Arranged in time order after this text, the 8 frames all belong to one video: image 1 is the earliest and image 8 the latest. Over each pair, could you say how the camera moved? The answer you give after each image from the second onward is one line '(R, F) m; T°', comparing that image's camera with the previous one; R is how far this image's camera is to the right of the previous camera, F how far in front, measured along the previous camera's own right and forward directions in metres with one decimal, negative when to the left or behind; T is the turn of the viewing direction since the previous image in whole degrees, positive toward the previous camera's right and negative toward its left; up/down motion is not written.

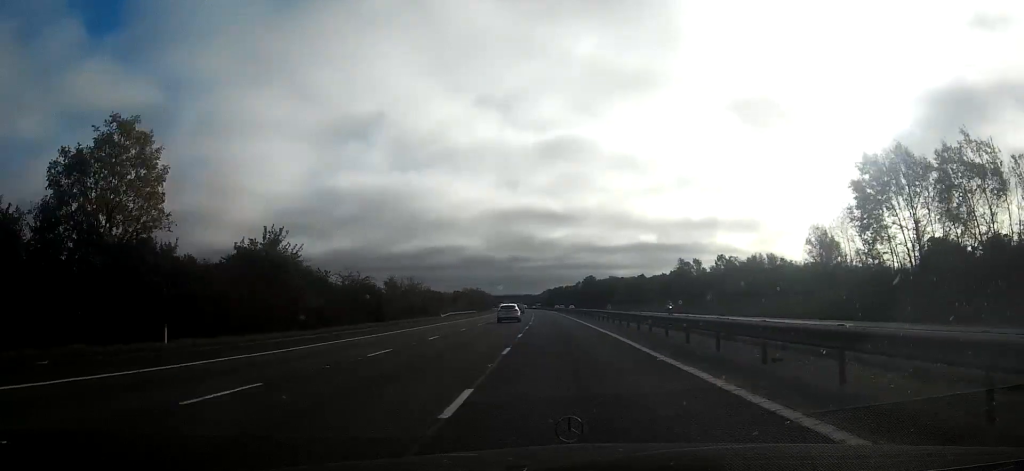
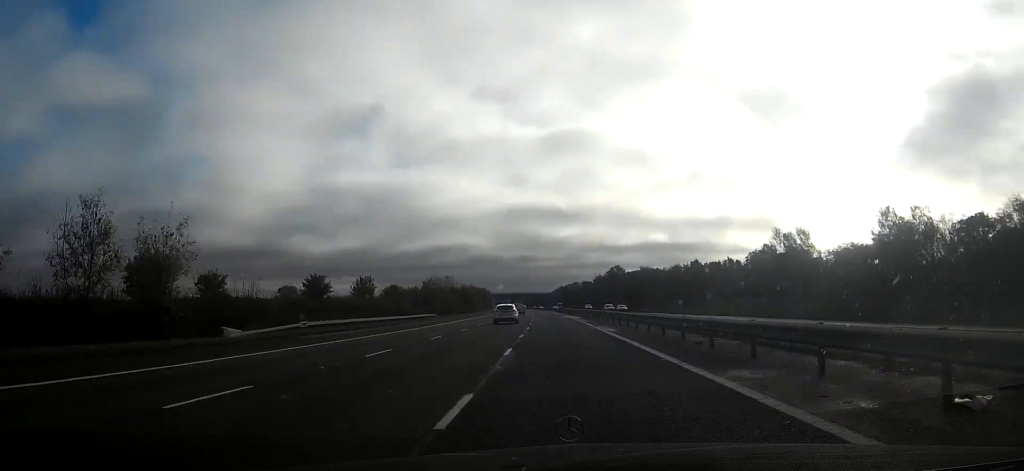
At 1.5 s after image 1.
(-0.5, +55.0) m; -1°
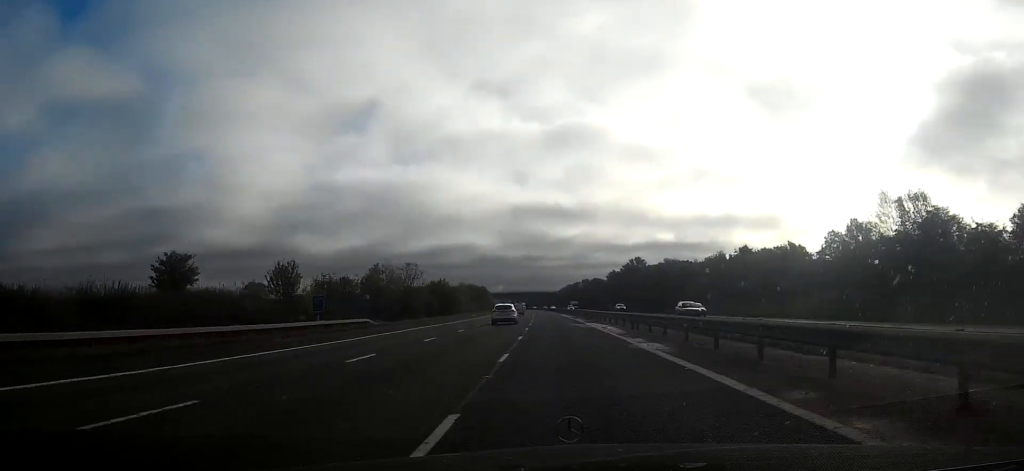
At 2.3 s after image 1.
(-0.3, +28.8) m; 0°
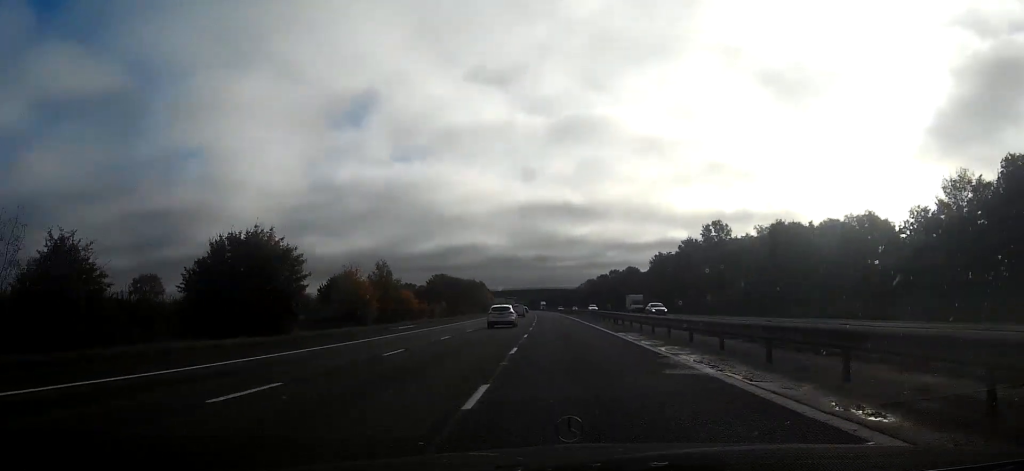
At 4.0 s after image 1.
(-0.7, +60.6) m; -2°
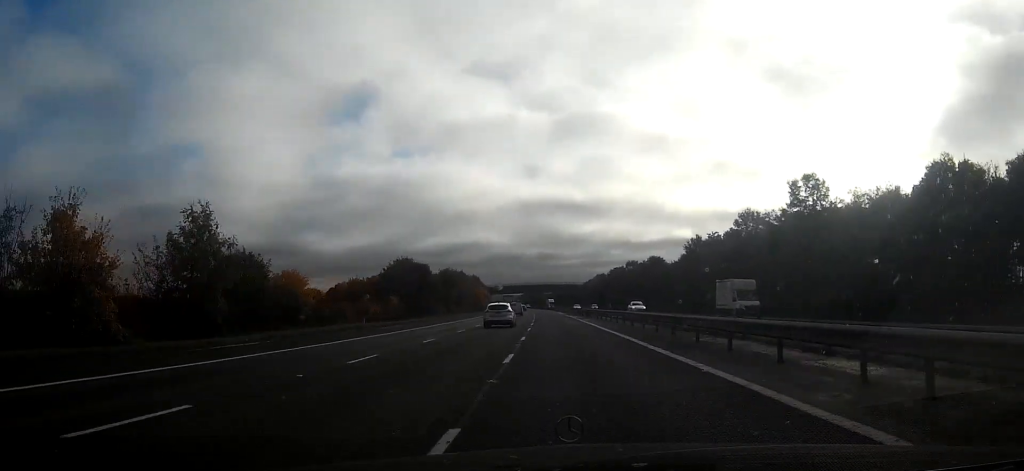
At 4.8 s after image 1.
(-0.3, +30.6) m; -1°
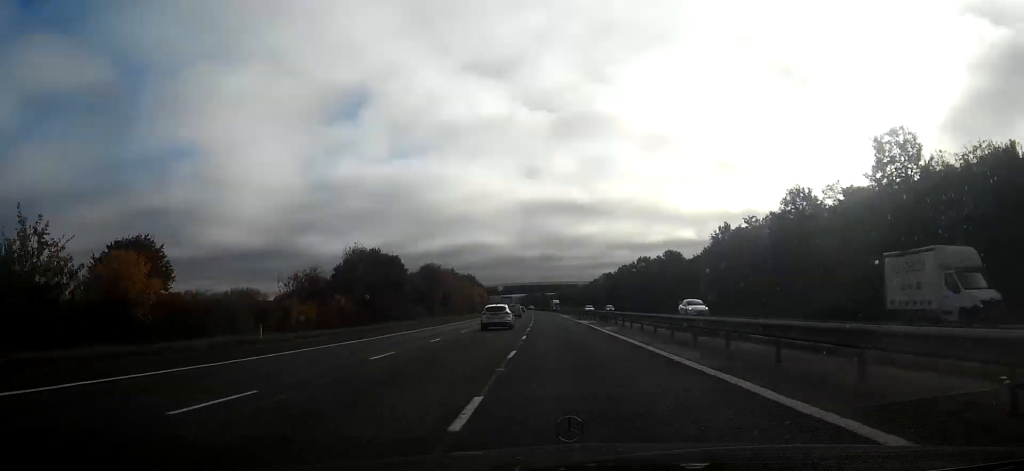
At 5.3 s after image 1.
(0.0, +15.9) m; 0°
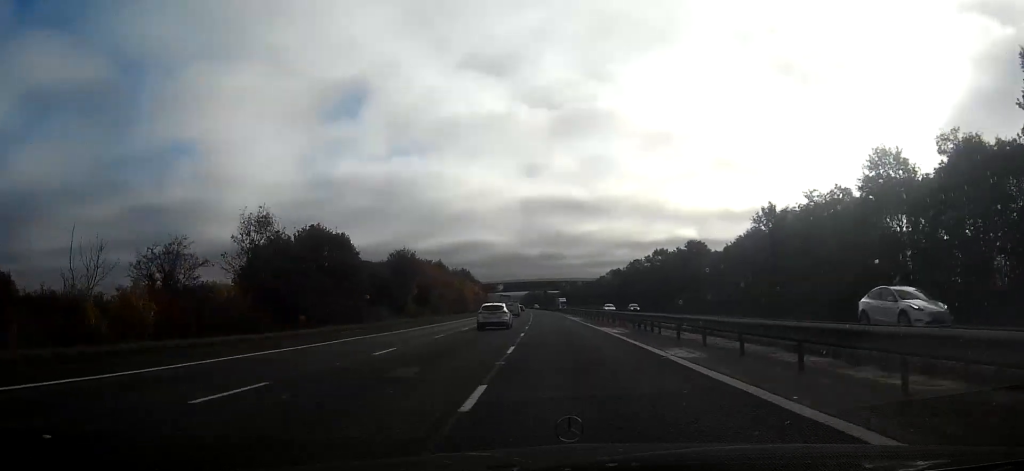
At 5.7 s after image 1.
(0.0, +17.2) m; 0°
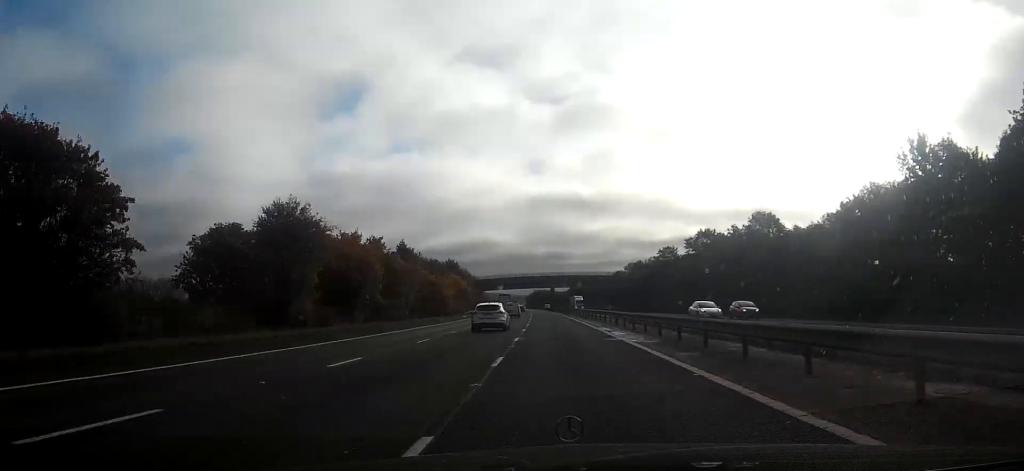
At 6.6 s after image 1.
(0.0, +30.6) m; 0°
